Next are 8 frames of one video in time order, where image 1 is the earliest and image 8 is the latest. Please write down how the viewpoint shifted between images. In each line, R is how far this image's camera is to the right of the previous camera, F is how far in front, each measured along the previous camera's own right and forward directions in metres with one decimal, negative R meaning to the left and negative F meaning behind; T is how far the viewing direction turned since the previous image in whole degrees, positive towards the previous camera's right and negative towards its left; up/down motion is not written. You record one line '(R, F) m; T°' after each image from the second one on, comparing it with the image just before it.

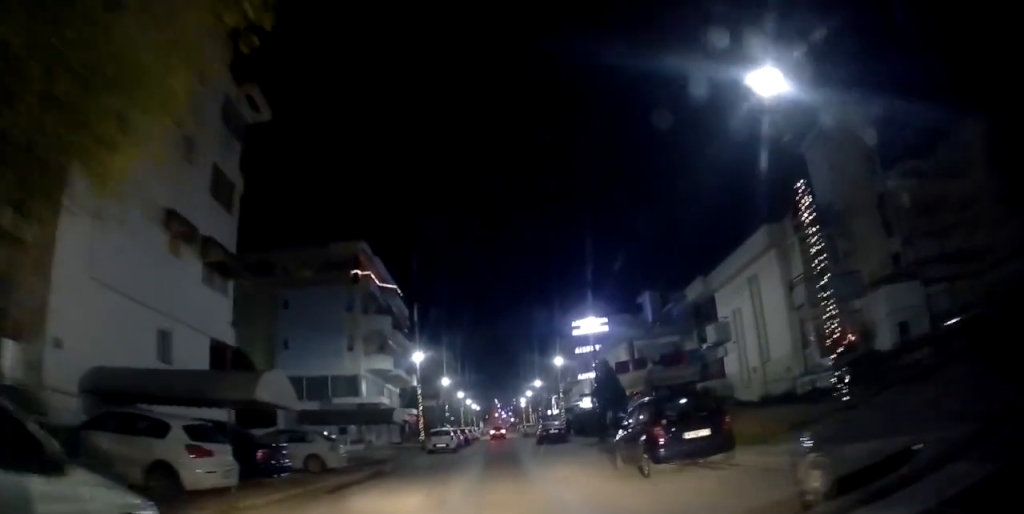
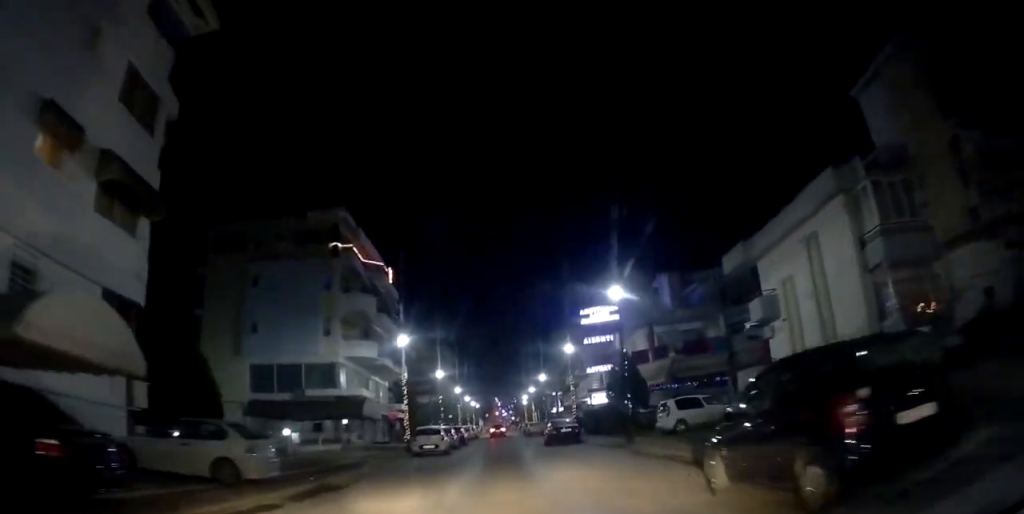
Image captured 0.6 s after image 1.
(-0.2, +6.1) m; 0°
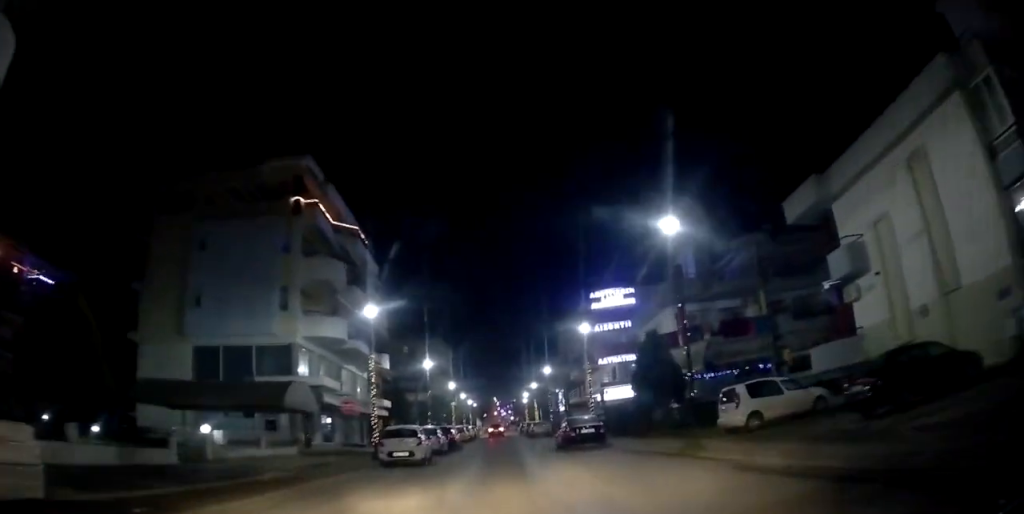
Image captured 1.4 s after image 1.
(0.0, +7.7) m; +1°
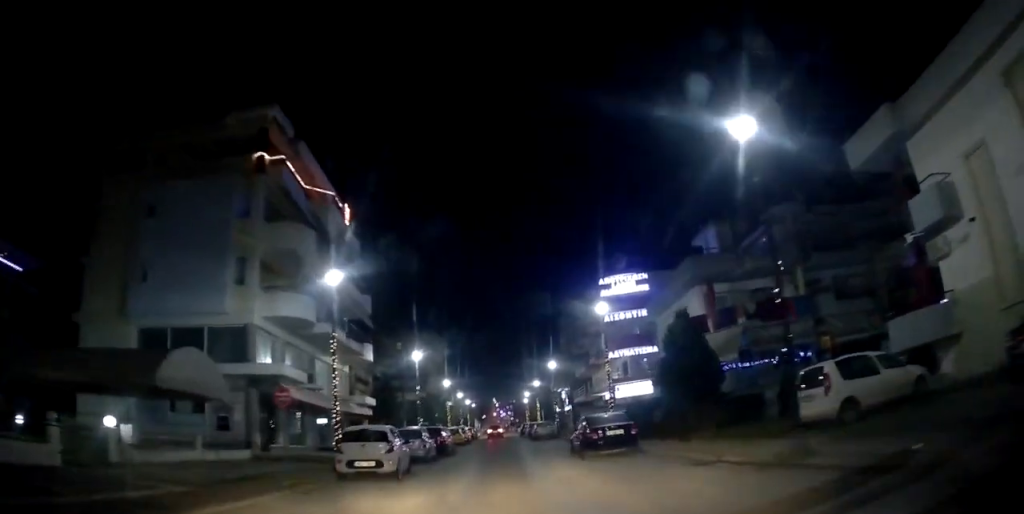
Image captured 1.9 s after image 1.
(+0.1, +5.3) m; +1°
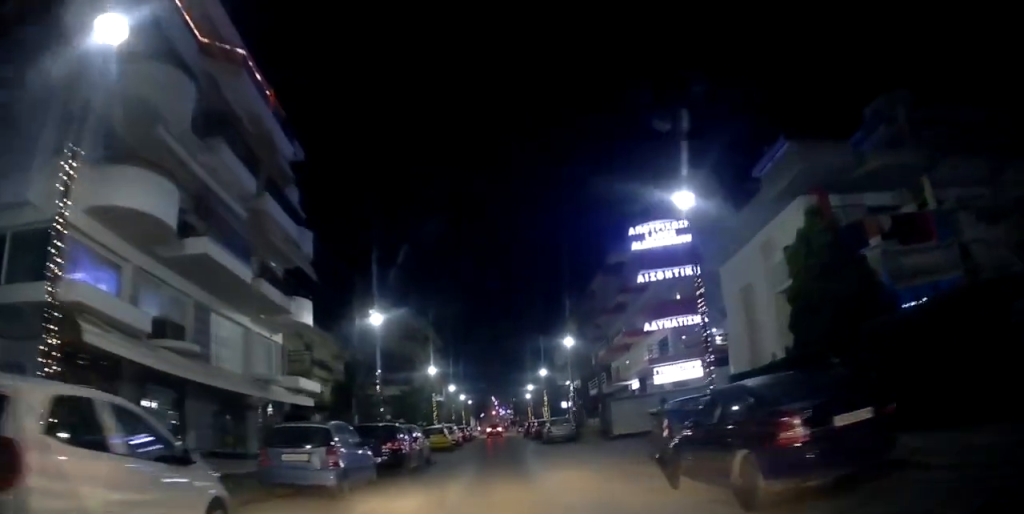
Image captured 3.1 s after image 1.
(0.0, +11.9) m; 0°
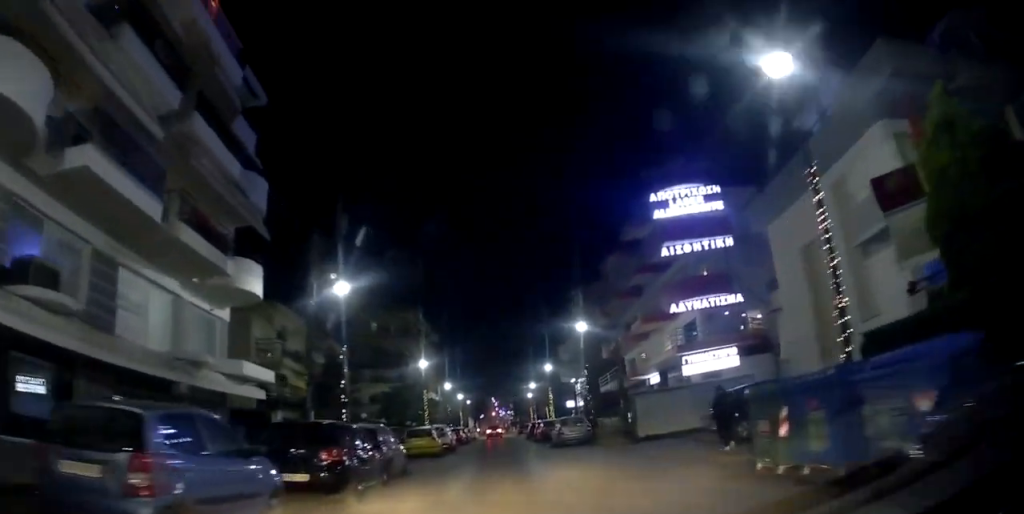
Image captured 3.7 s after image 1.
(0.0, +5.5) m; 0°
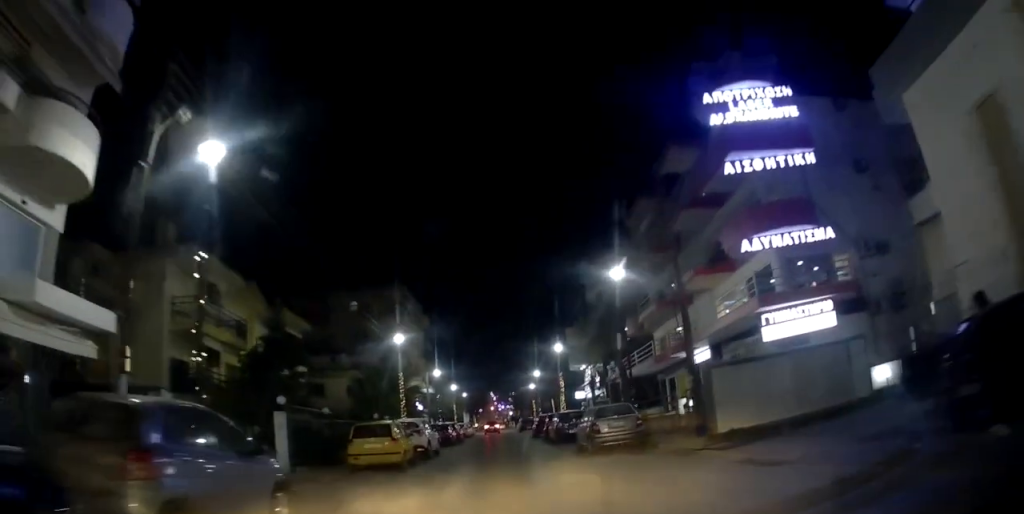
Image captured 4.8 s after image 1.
(0.0, +9.6) m; 0°
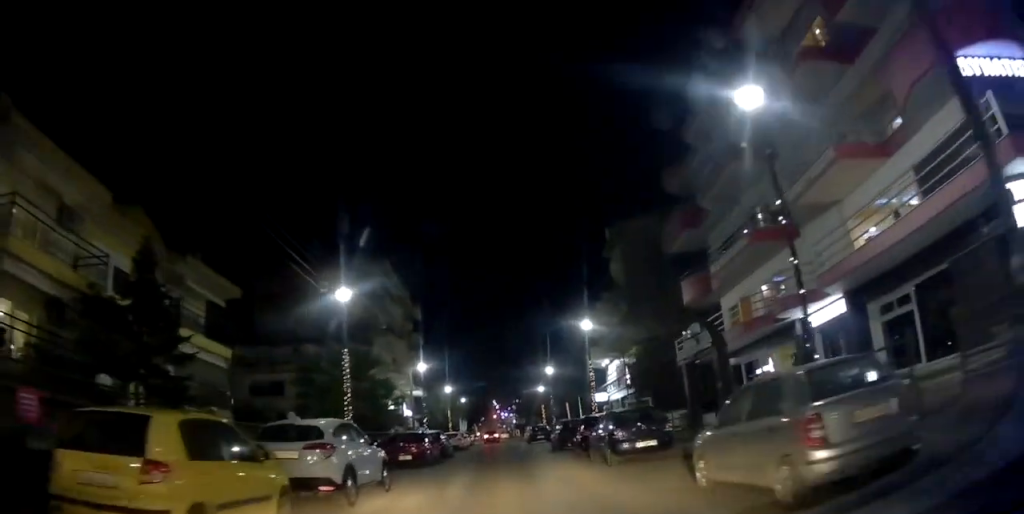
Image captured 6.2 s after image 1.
(0.0, +11.9) m; 0°
